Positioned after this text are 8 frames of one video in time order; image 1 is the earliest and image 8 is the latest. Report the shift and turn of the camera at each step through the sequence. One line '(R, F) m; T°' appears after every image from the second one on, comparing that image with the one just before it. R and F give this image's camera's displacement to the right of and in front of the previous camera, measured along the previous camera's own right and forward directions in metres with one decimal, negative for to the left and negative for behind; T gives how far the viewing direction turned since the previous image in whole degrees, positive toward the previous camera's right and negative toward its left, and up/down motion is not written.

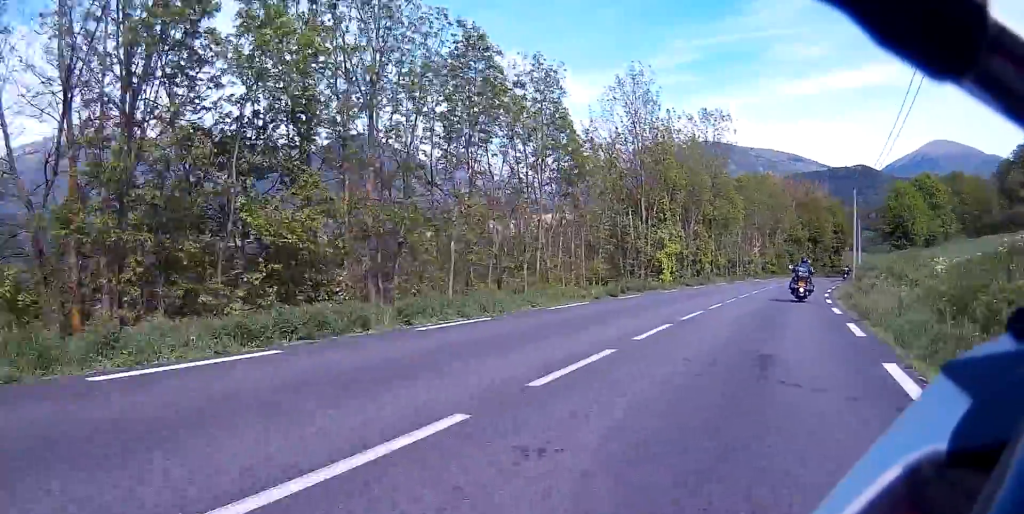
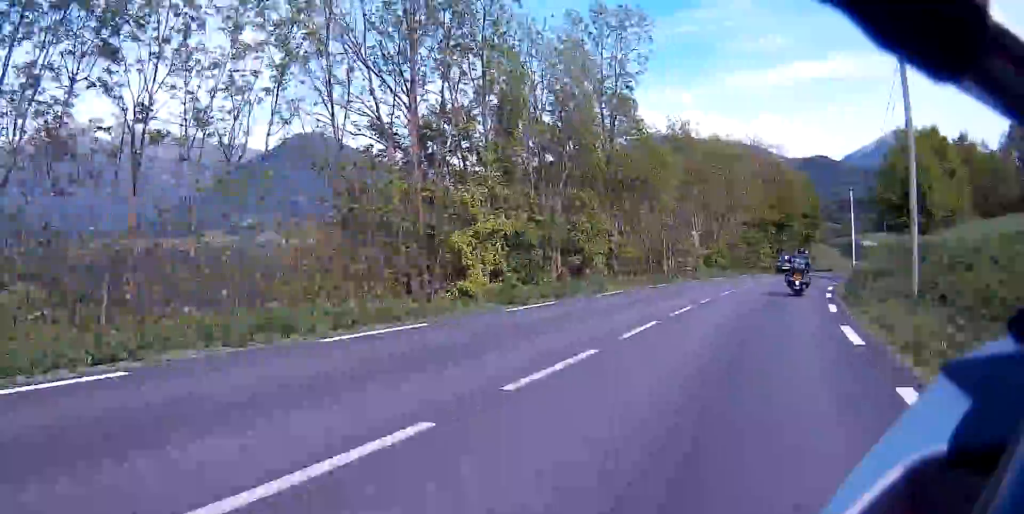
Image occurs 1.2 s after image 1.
(0.0, +21.5) m; 0°
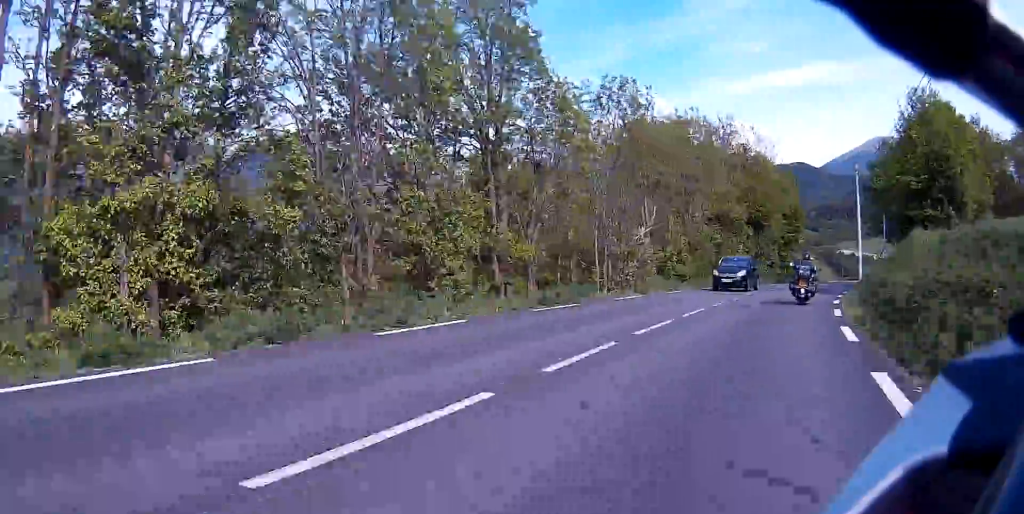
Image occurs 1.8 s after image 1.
(0.0, +11.5) m; 0°
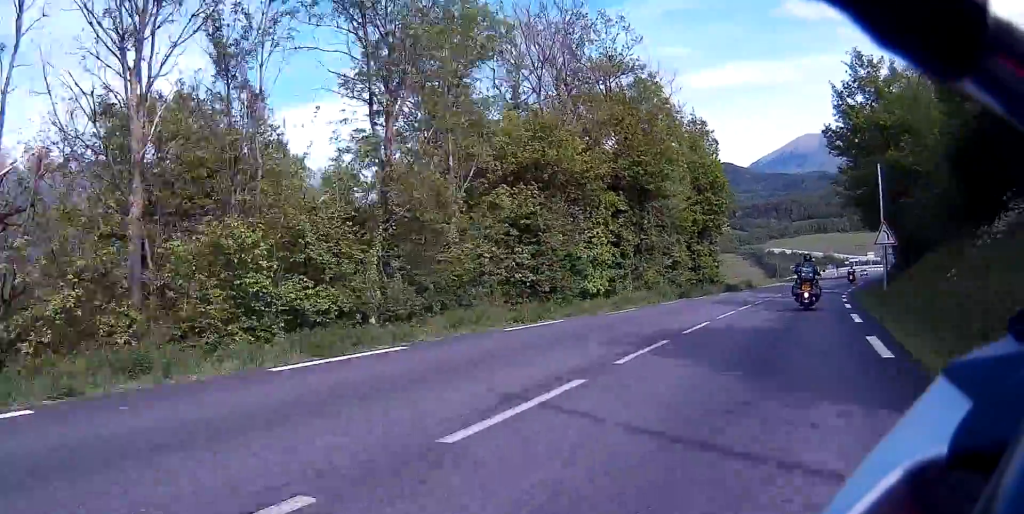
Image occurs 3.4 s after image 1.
(0.0, +28.2) m; +12°
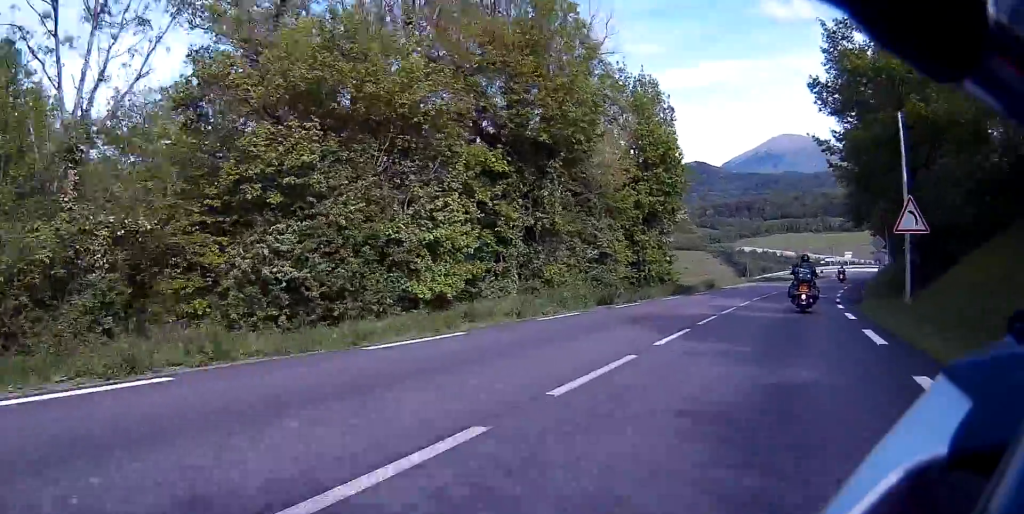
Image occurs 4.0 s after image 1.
(+2.3, +10.8) m; +8°
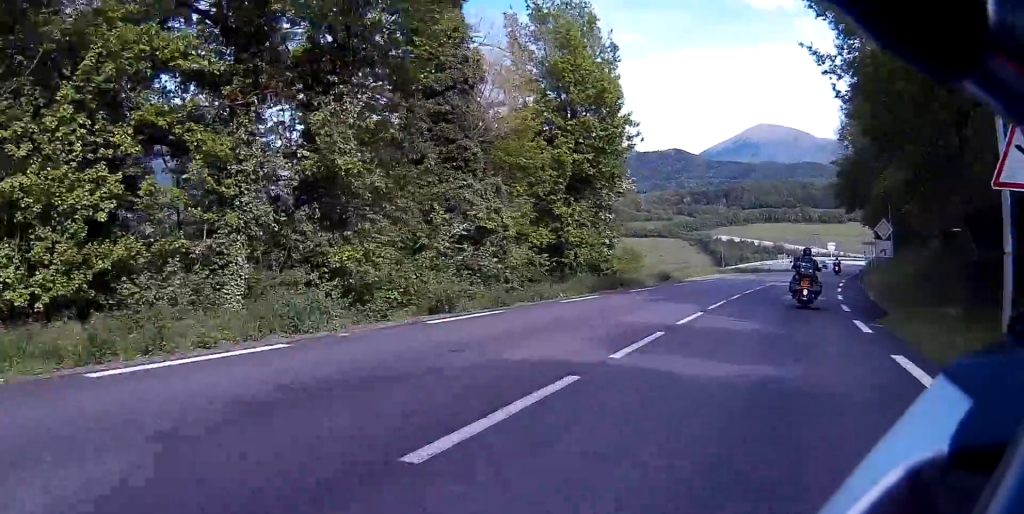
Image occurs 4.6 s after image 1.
(+0.9, +10.8) m; +5°
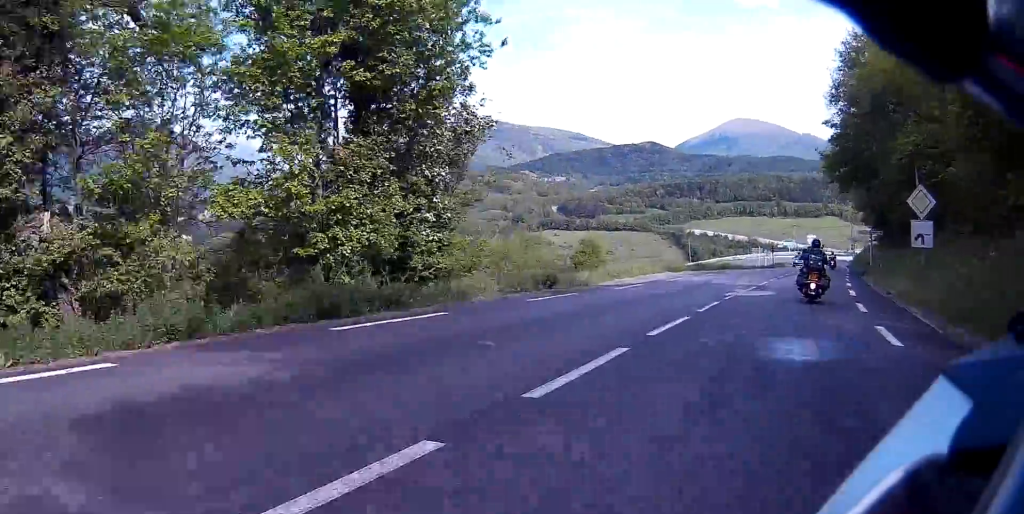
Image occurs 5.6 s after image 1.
(0.0, +15.3) m; 0°
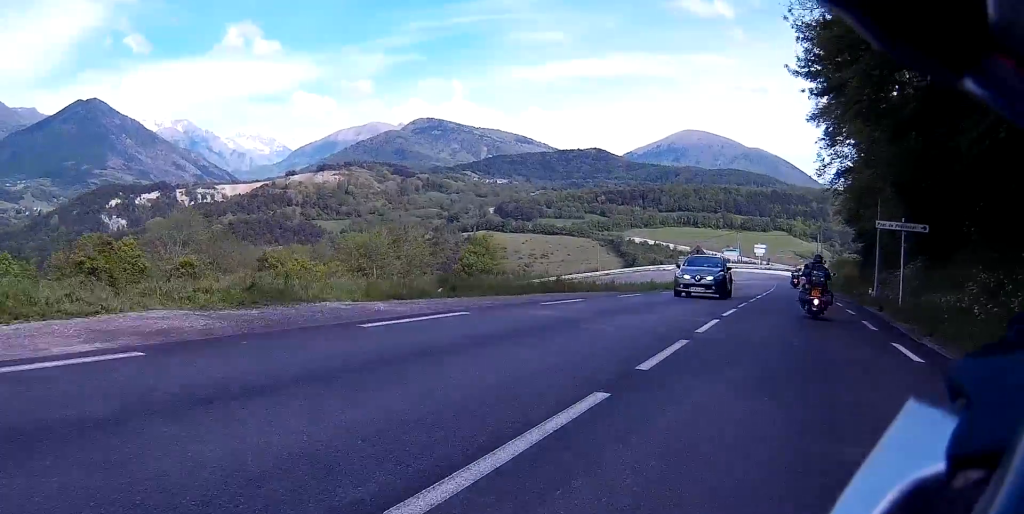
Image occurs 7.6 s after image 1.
(+0.3, +31.7) m; +4°
